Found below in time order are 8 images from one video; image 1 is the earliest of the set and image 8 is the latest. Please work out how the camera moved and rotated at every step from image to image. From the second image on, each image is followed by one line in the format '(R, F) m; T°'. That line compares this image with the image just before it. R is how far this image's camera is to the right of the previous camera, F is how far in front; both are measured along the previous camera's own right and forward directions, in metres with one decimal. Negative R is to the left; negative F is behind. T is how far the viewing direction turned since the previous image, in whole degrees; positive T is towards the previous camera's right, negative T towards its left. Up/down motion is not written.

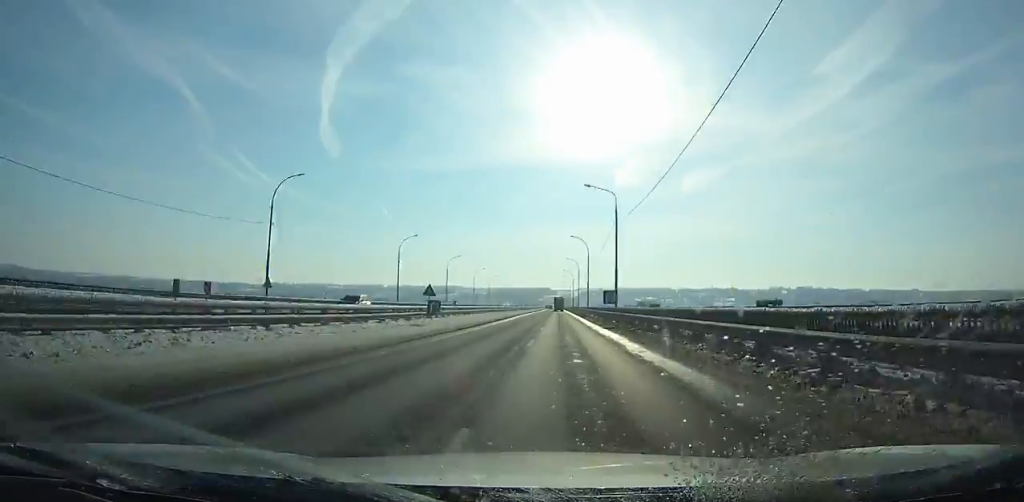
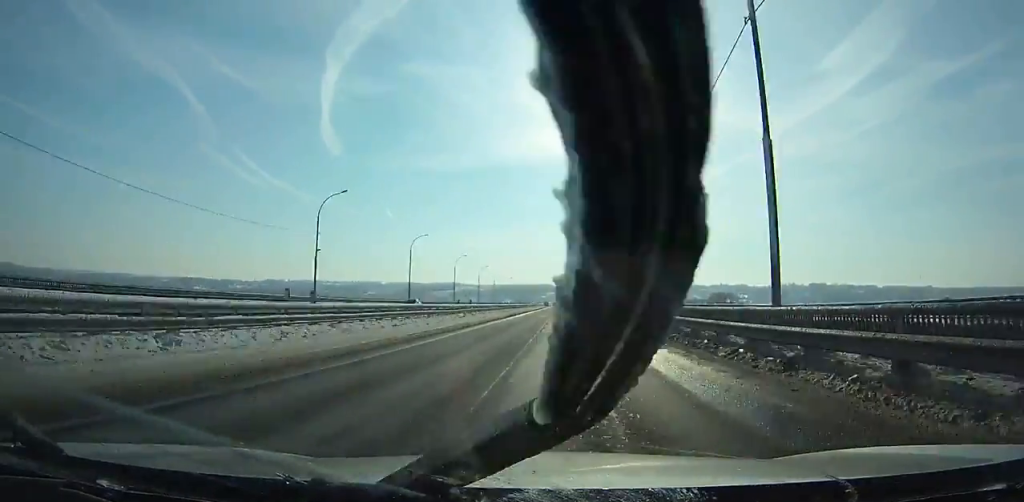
(0.0, +120.1) m; -1°
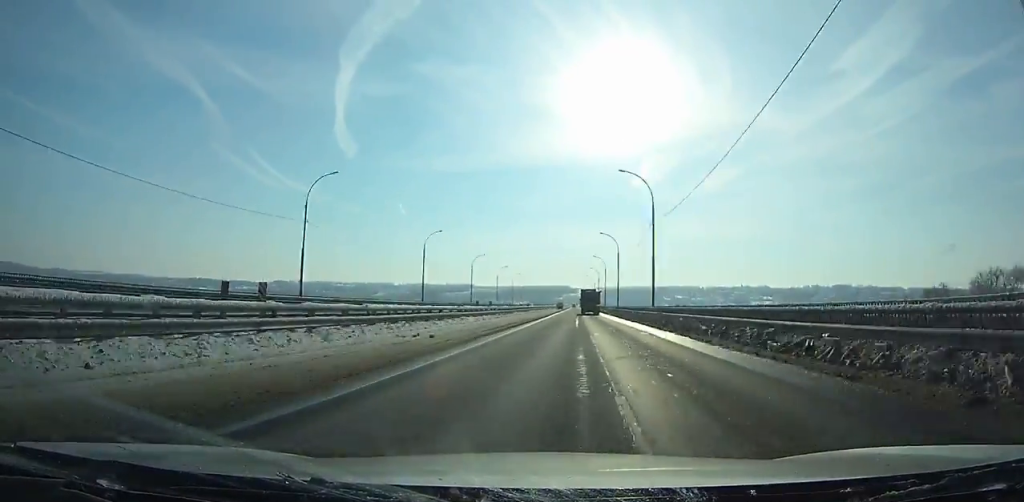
(-1.1, +90.3) m; 0°
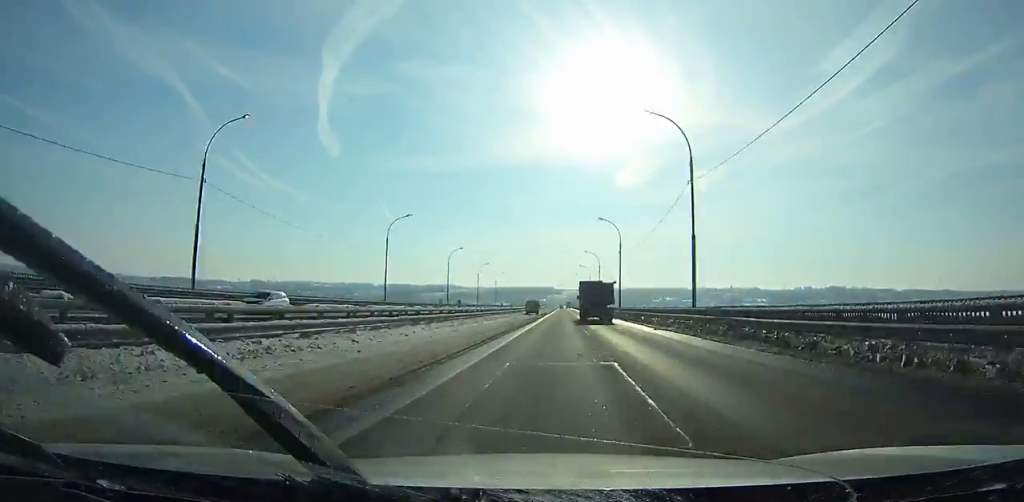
(+0.9, +99.2) m; +1°
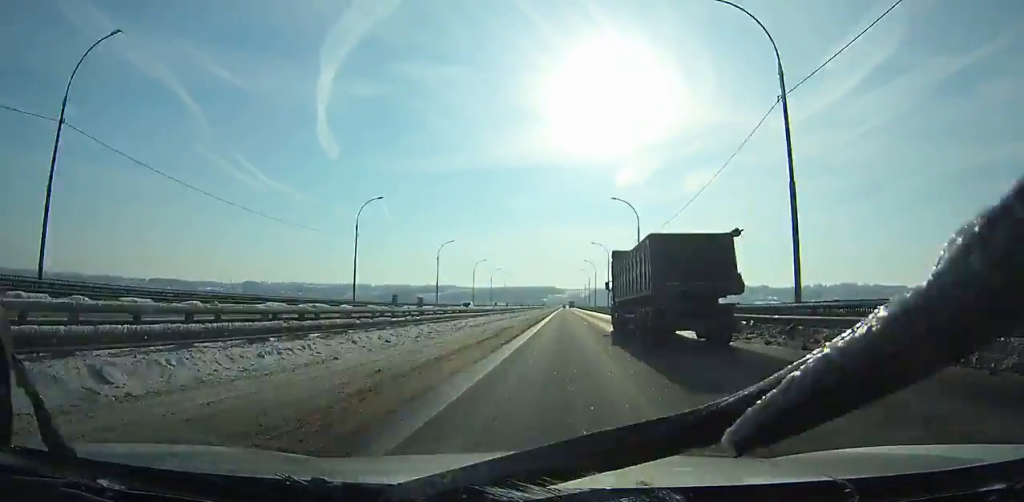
(+0.1, +97.5) m; 0°
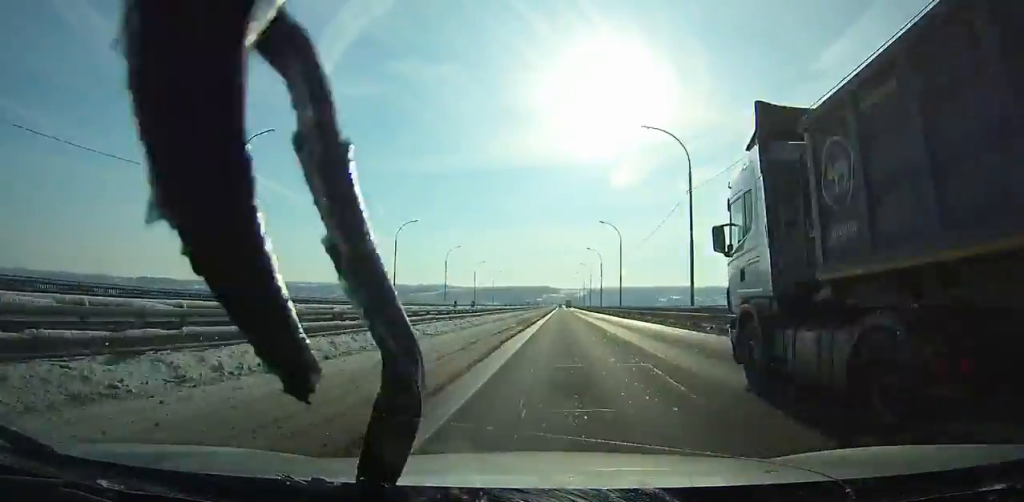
(+0.1, +67.5) m; 0°
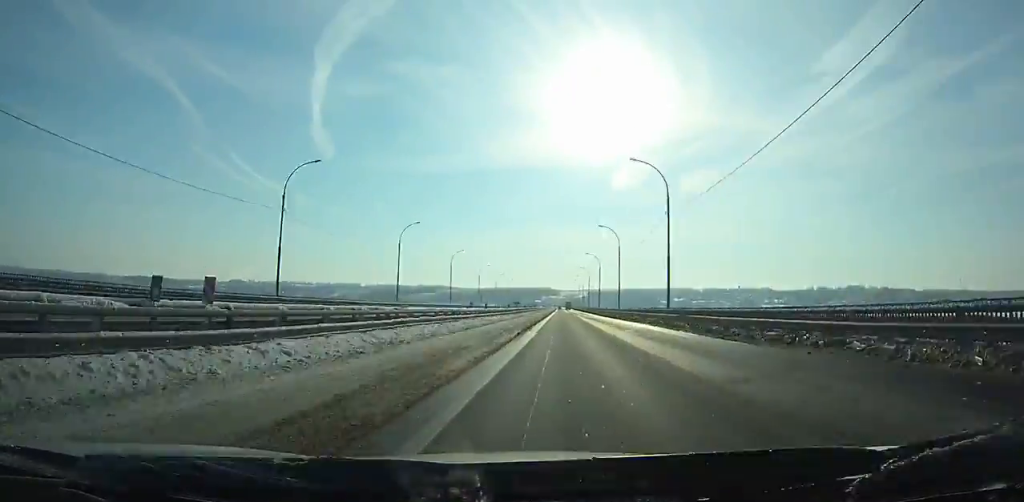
(-0.1, +34.0) m; 0°
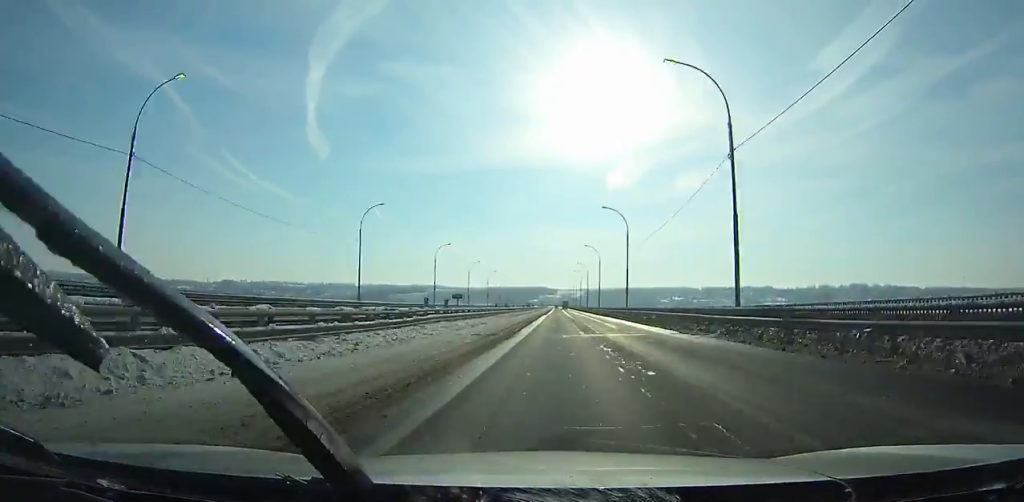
(+0.1, +53.9) m; 0°
